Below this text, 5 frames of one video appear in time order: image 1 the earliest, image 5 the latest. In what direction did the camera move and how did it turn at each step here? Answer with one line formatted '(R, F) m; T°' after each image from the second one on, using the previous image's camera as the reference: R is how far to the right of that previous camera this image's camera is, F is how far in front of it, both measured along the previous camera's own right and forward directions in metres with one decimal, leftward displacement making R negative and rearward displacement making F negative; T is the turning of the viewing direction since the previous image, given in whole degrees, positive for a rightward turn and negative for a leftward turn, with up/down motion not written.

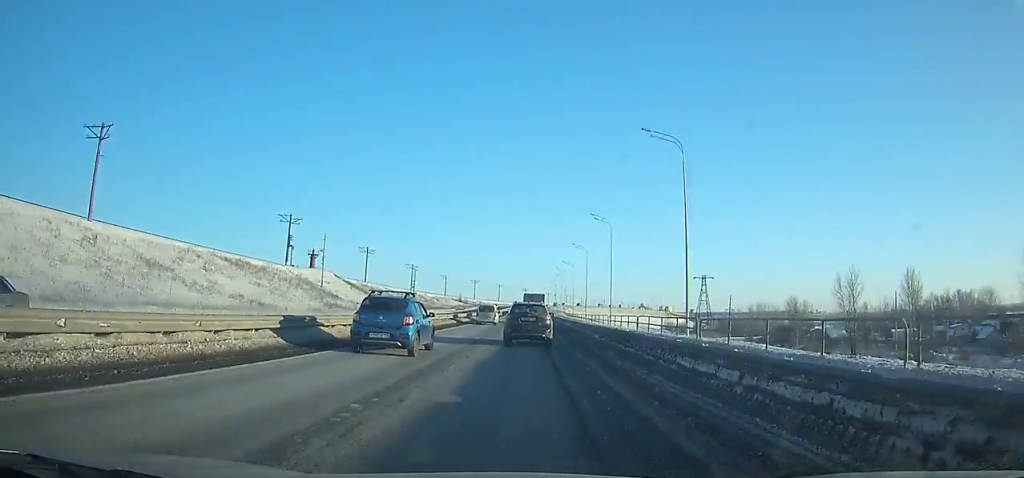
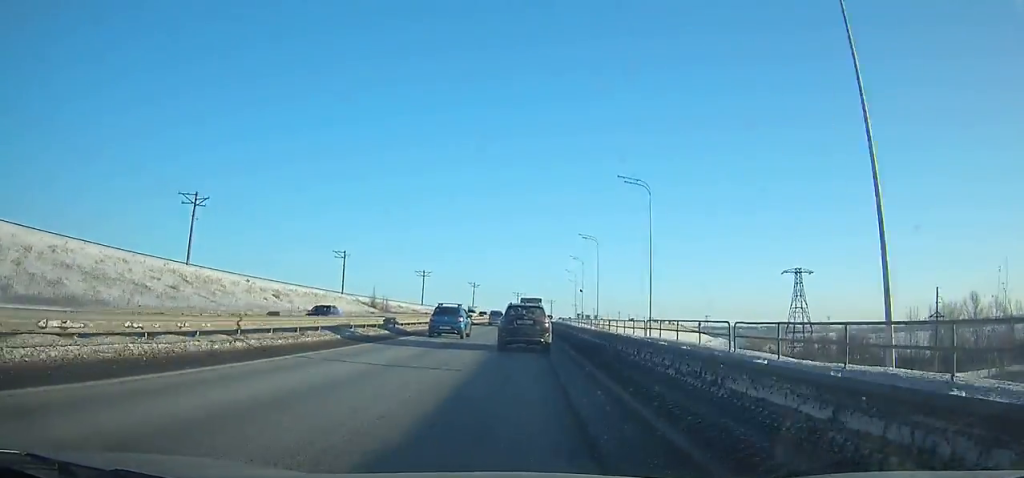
(+0.7, +138.7) m; 0°
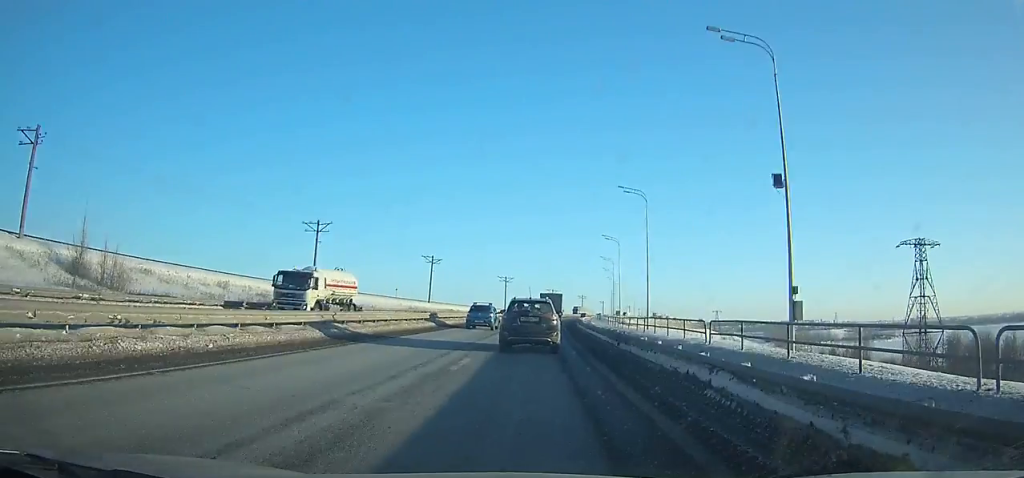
(+0.1, +80.9) m; +1°
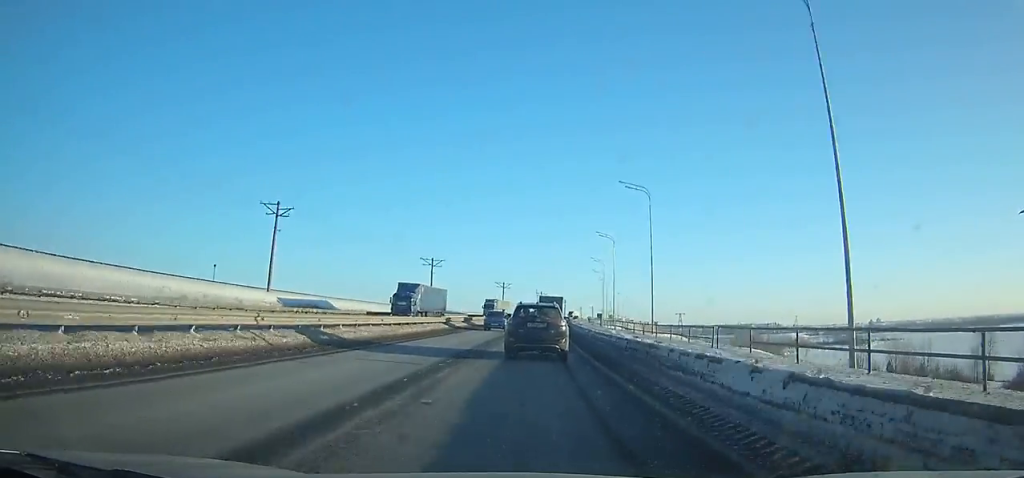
(+1.5, +61.6) m; +3°
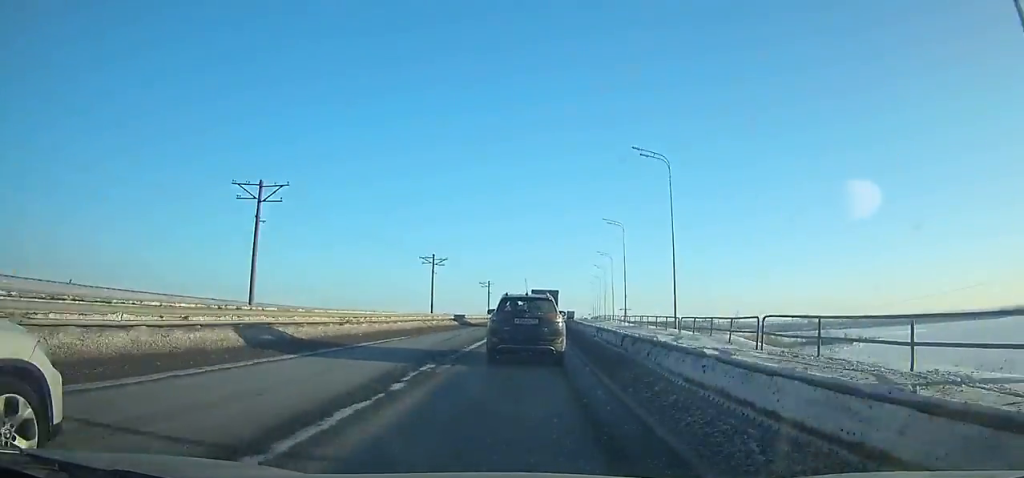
(+8.1, +129.6) m; +7°
